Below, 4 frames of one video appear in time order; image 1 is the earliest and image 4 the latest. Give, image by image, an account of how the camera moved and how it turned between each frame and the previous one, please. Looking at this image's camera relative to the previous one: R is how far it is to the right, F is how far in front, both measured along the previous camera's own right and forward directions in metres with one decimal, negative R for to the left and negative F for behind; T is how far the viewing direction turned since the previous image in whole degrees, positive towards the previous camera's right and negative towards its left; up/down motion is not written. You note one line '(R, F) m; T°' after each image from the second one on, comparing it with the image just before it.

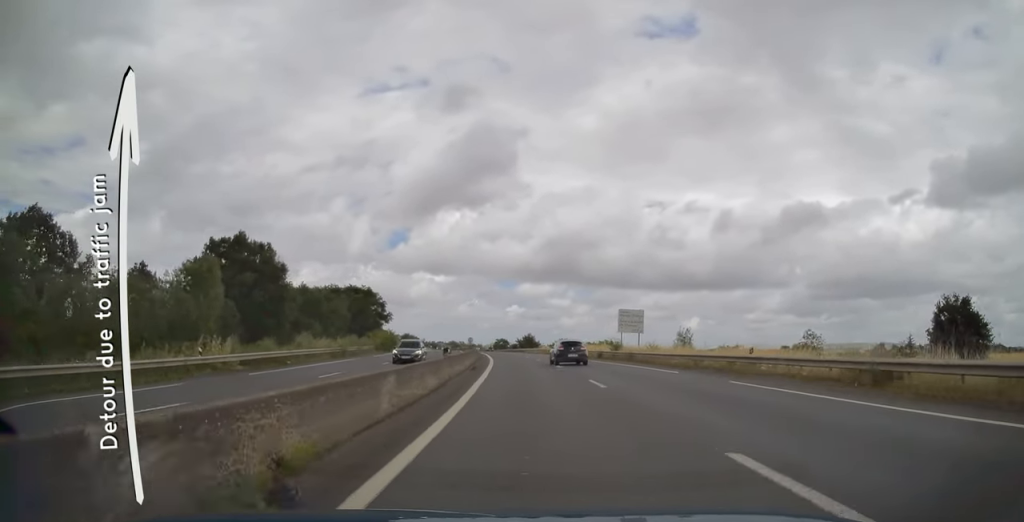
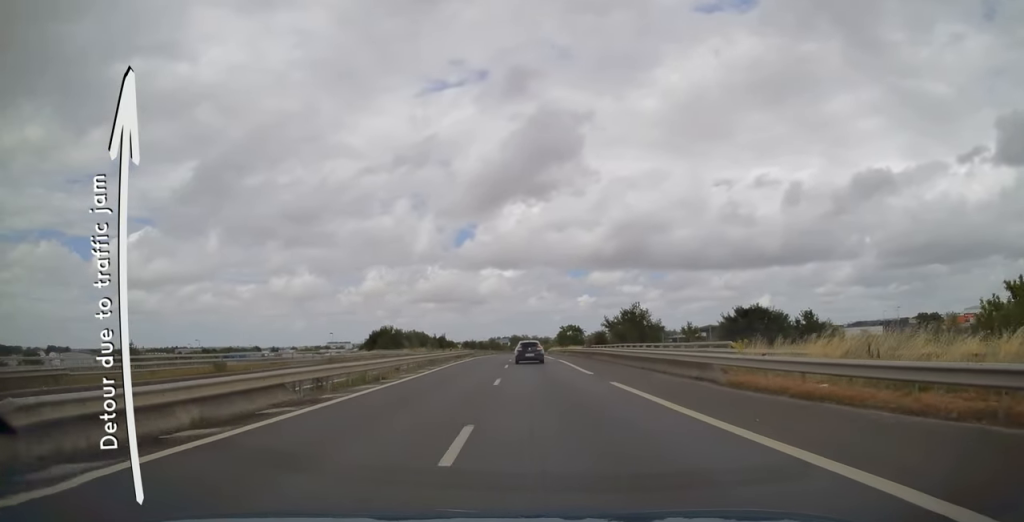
(-6.6, +102.1) m; -7°
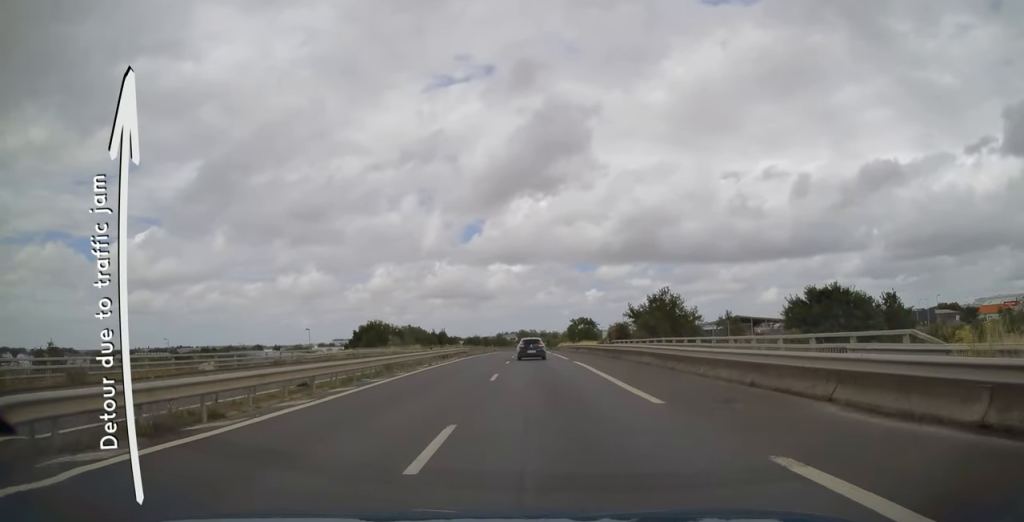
(+0.1, +13.4) m; -1°
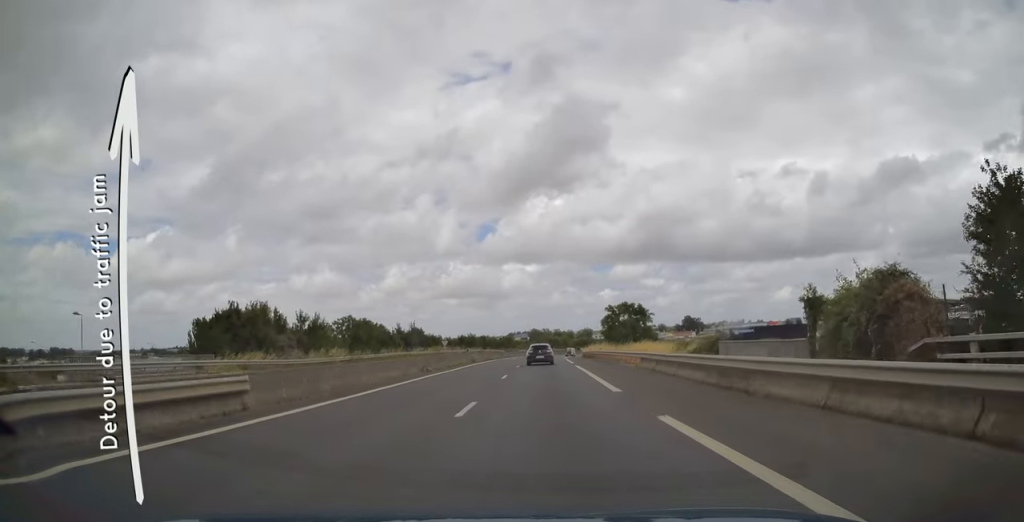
(-0.7, +48.3) m; -1°
